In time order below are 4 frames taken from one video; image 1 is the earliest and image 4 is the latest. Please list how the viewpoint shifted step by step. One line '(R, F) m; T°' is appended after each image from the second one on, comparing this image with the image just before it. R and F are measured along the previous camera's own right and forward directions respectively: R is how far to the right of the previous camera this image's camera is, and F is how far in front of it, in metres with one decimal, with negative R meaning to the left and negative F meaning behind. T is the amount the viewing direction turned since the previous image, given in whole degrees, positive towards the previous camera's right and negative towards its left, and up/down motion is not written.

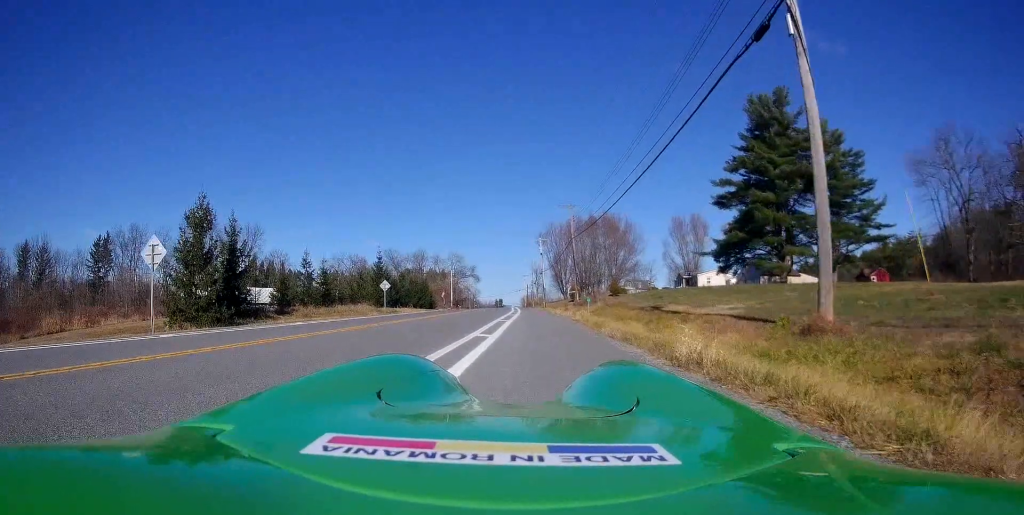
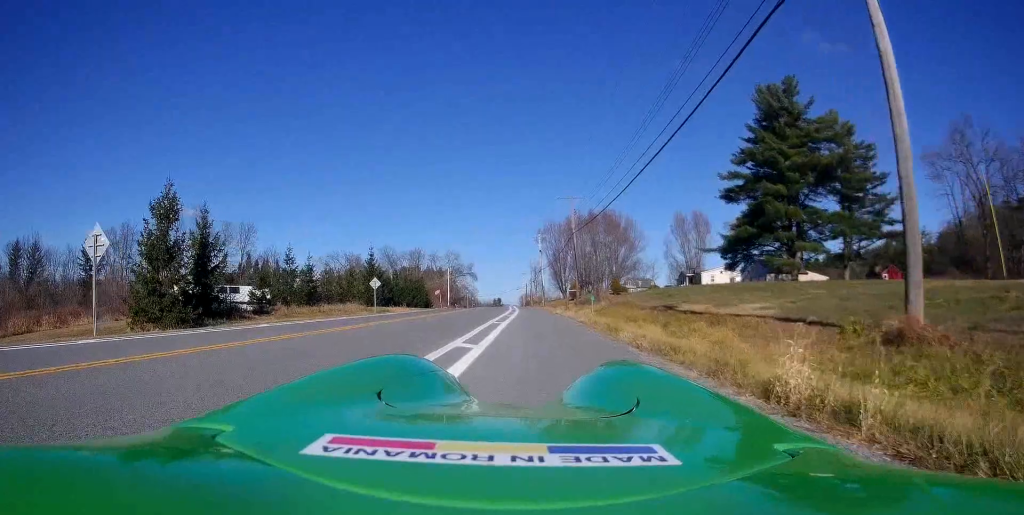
(+0.2, +3.1) m; 0°
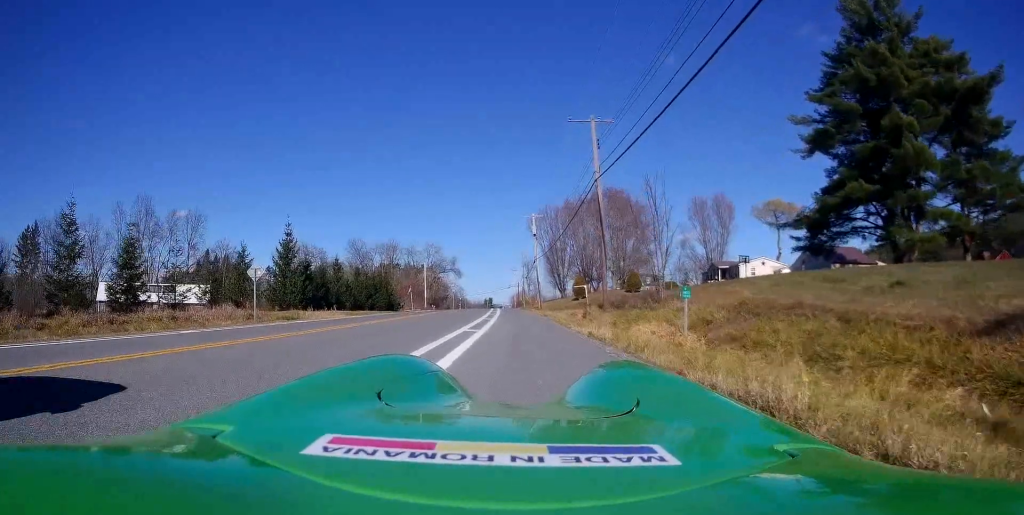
(-0.8, +22.6) m; -3°
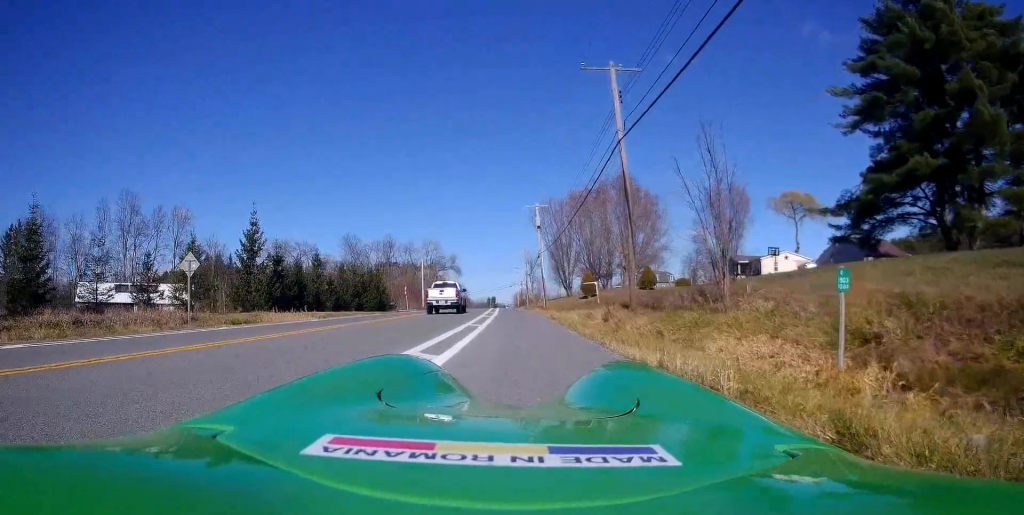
(-0.3, +6.9) m; -2°
